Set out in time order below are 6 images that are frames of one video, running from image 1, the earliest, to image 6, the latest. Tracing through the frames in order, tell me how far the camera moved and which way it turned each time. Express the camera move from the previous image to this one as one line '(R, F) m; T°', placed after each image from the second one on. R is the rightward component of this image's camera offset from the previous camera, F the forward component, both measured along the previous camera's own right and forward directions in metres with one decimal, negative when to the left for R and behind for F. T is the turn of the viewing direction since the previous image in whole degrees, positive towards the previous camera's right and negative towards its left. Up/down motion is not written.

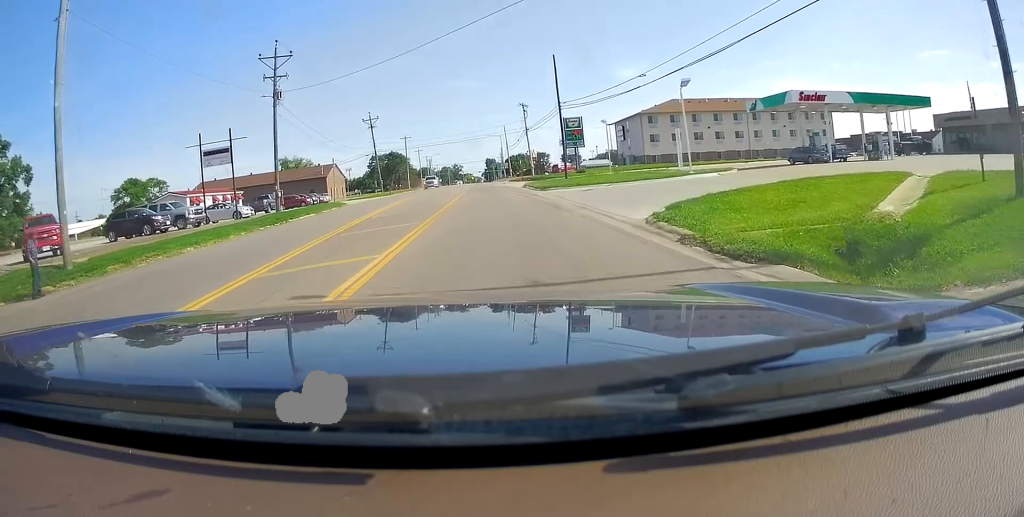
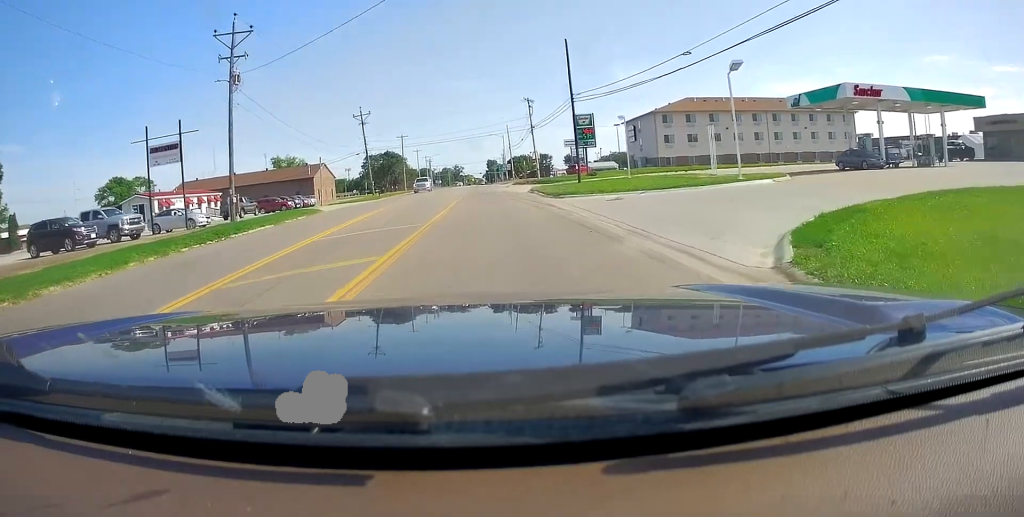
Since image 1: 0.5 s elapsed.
(0.0, +7.6) m; 0°
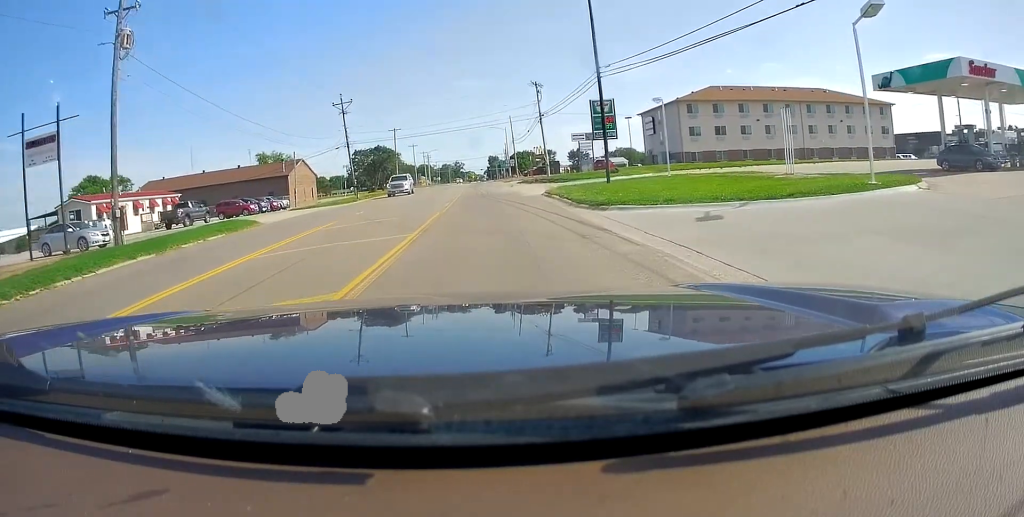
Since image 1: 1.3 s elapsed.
(0.0, +11.5) m; 0°
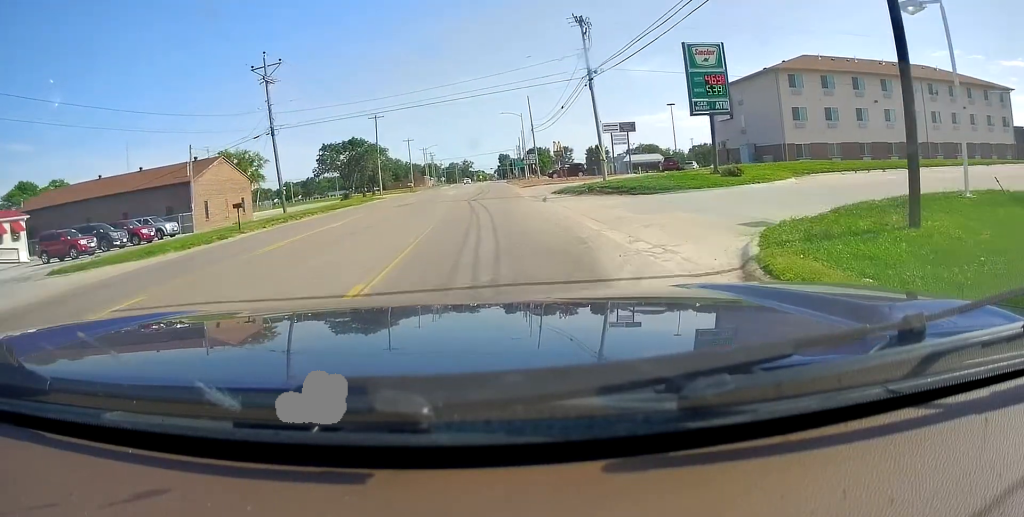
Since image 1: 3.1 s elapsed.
(0.0, +27.2) m; 0°
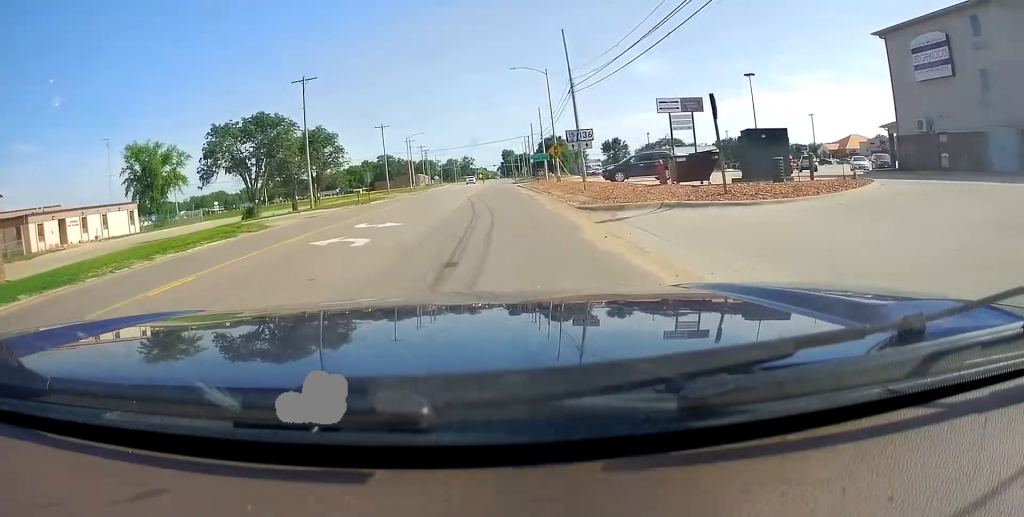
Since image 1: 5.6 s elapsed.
(0.0, +35.3) m; 0°
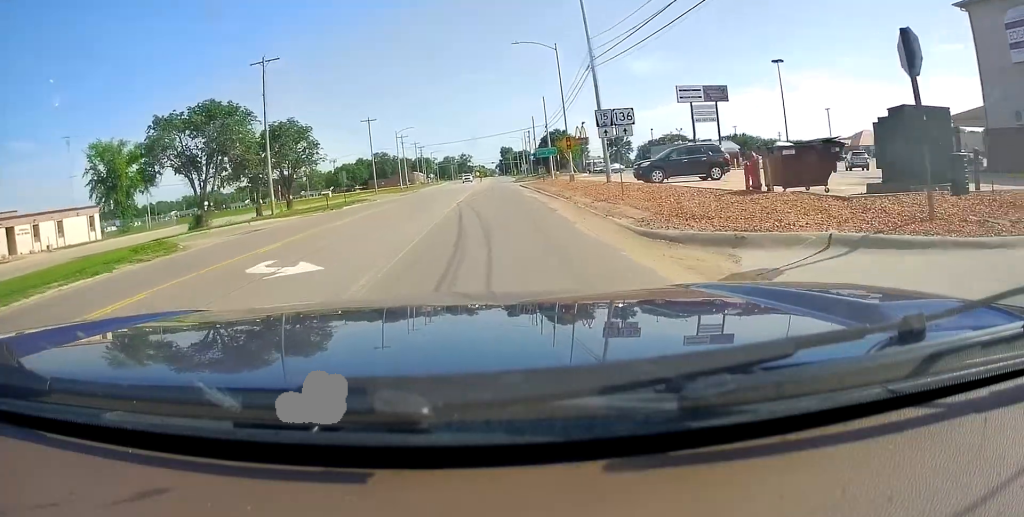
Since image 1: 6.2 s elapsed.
(0.0, +9.0) m; -1°
